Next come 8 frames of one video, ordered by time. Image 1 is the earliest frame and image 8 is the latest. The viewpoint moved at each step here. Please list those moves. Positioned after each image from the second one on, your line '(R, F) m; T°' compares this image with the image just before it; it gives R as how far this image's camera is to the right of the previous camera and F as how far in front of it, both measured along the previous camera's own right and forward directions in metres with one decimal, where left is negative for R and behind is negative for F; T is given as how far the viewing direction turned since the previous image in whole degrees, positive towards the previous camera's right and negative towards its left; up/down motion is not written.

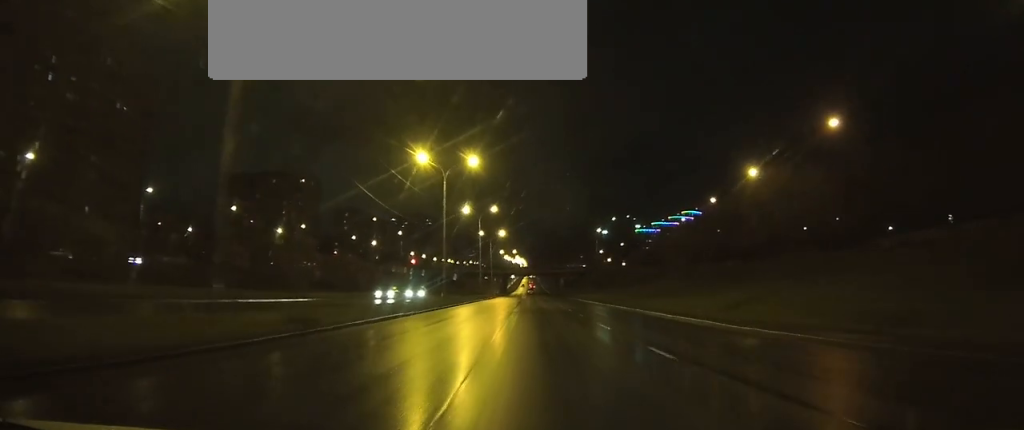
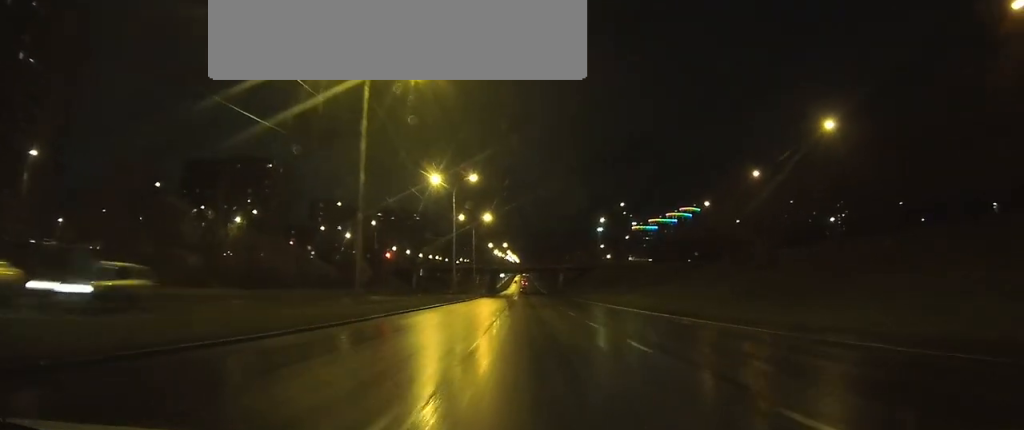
(0.0, +19.2) m; 0°
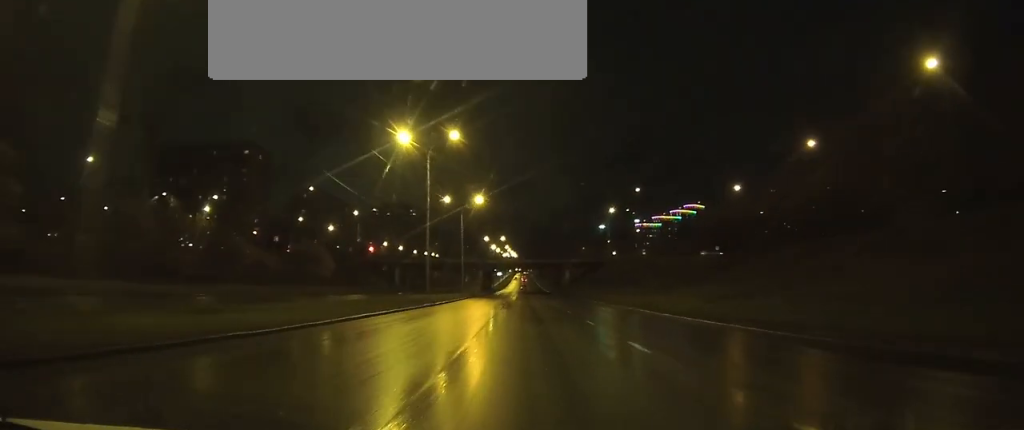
(0.0, +13.6) m; 0°
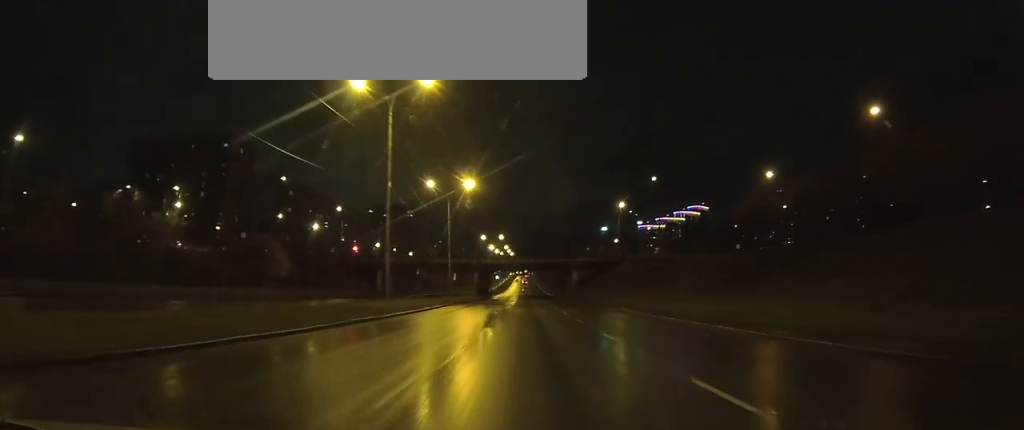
(0.0, +11.2) m; 0°
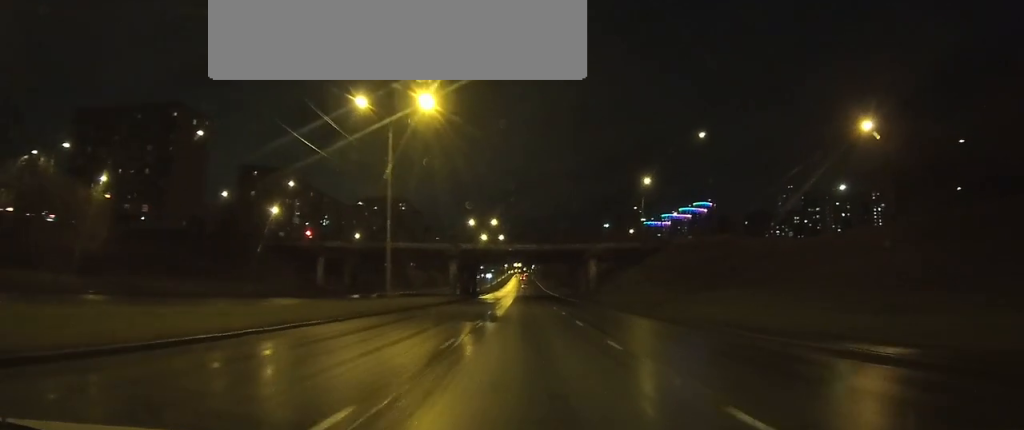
(0.0, +25.3) m; 0°
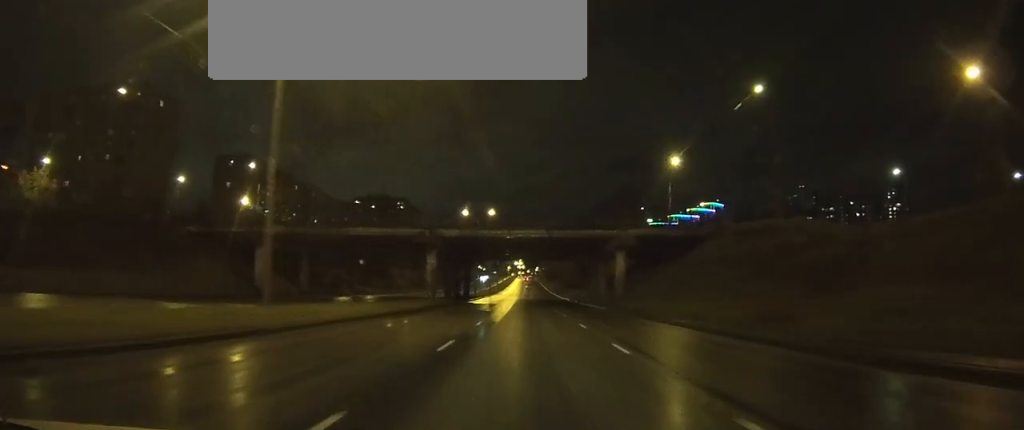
(0.0, +17.7) m; 0°
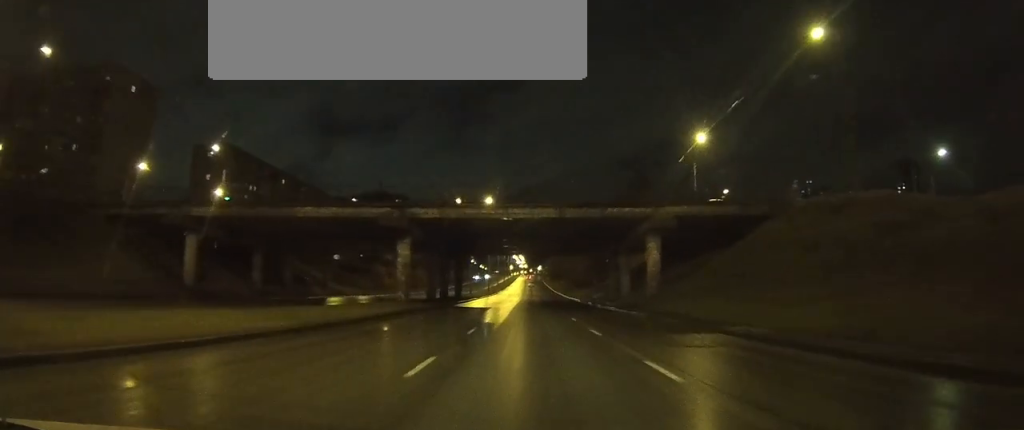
(0.0, +13.0) m; 0°
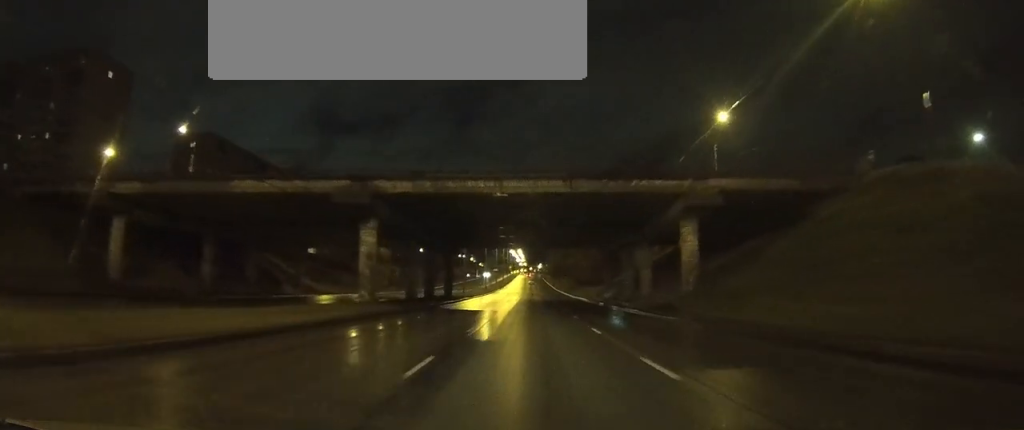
(0.0, +9.9) m; -1°
